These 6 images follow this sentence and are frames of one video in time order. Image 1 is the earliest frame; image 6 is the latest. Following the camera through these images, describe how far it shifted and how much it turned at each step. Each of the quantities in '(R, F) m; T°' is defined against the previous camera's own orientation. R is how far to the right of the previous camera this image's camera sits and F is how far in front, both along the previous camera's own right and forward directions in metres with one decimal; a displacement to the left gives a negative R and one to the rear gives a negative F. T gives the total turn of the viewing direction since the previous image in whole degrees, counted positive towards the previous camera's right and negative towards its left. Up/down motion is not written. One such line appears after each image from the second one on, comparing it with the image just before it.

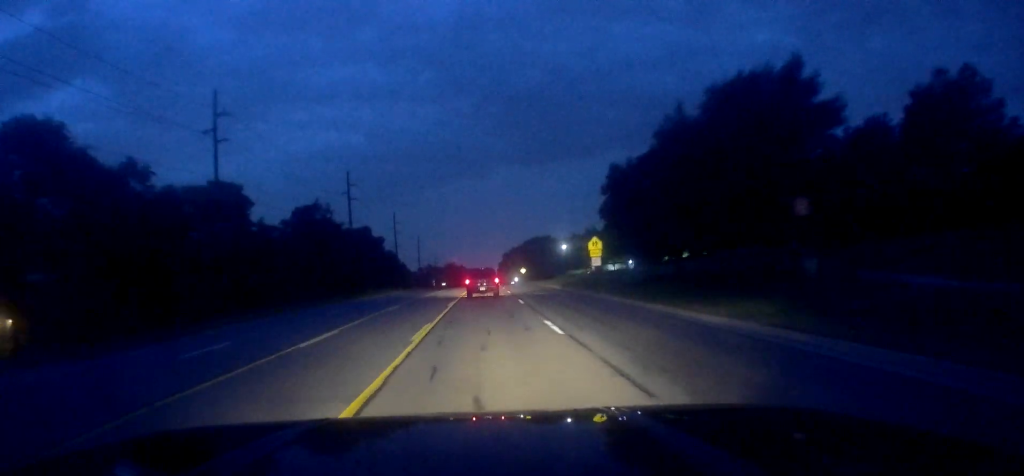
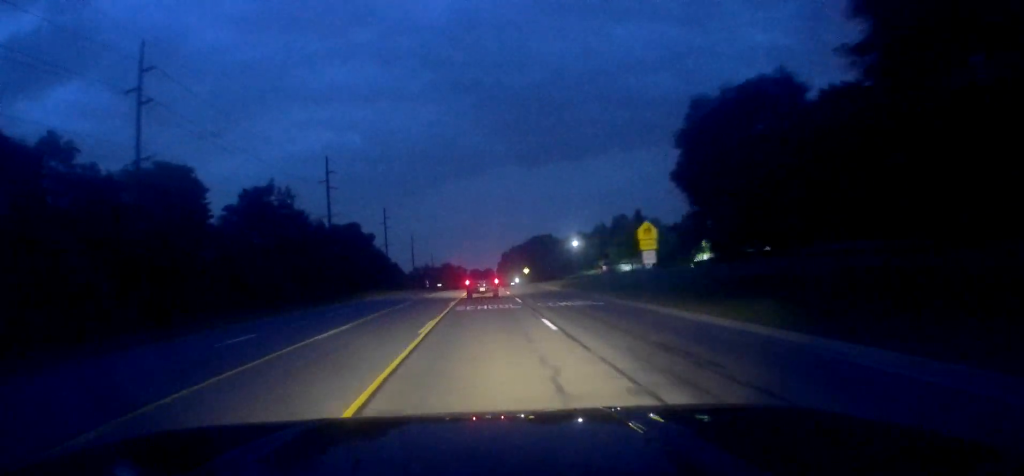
(+0.3, +13.5) m; -1°
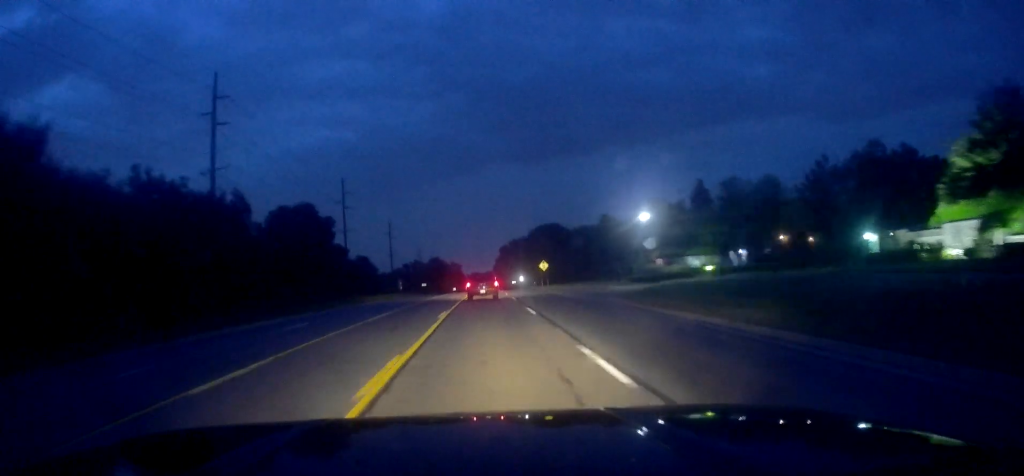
(-1.3, +39.1) m; -1°
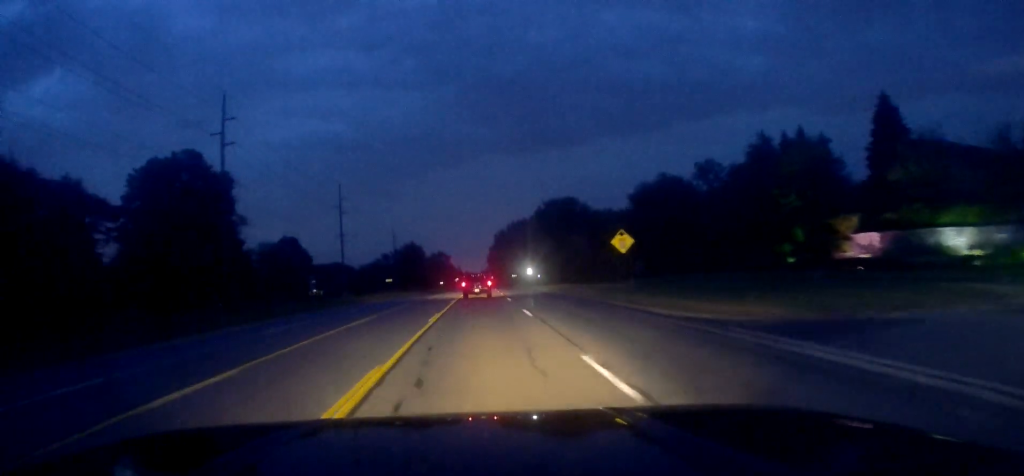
(+2.0, +47.2) m; +2°
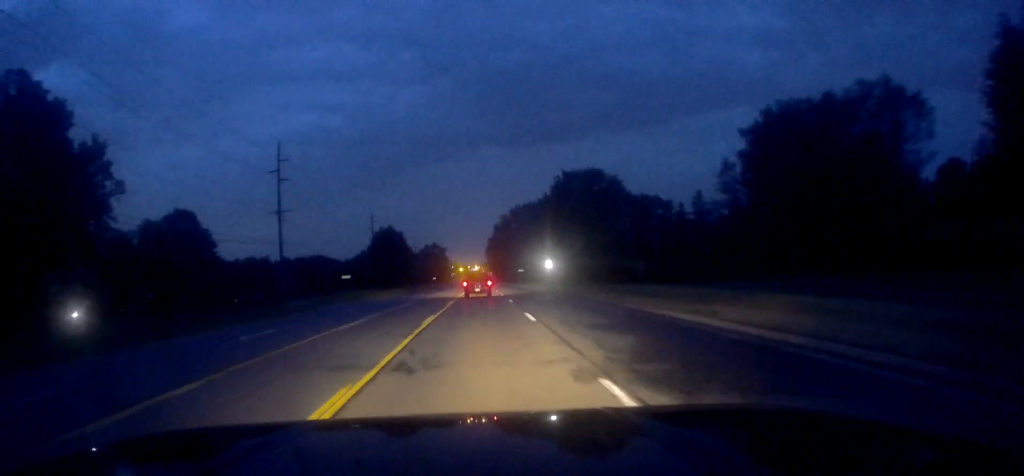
(-0.2, +32.2) m; +1°
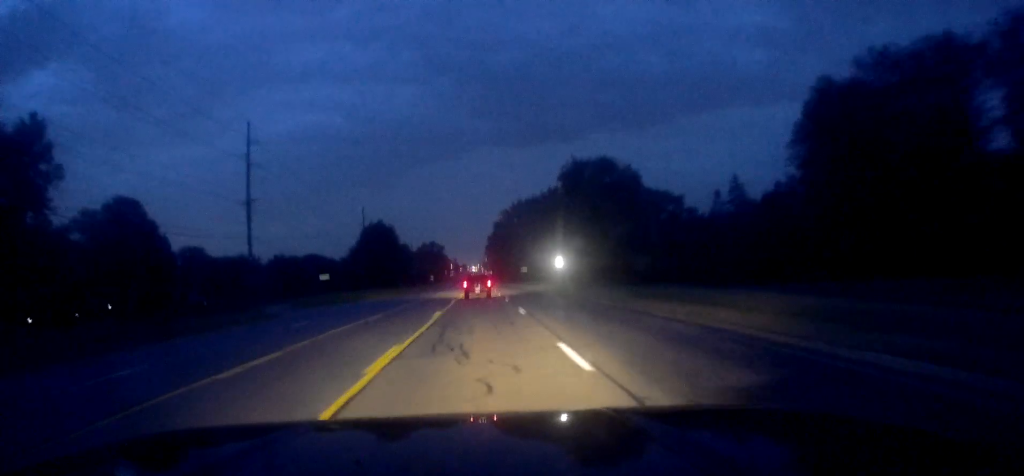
(+0.1, +10.1) m; +1°
